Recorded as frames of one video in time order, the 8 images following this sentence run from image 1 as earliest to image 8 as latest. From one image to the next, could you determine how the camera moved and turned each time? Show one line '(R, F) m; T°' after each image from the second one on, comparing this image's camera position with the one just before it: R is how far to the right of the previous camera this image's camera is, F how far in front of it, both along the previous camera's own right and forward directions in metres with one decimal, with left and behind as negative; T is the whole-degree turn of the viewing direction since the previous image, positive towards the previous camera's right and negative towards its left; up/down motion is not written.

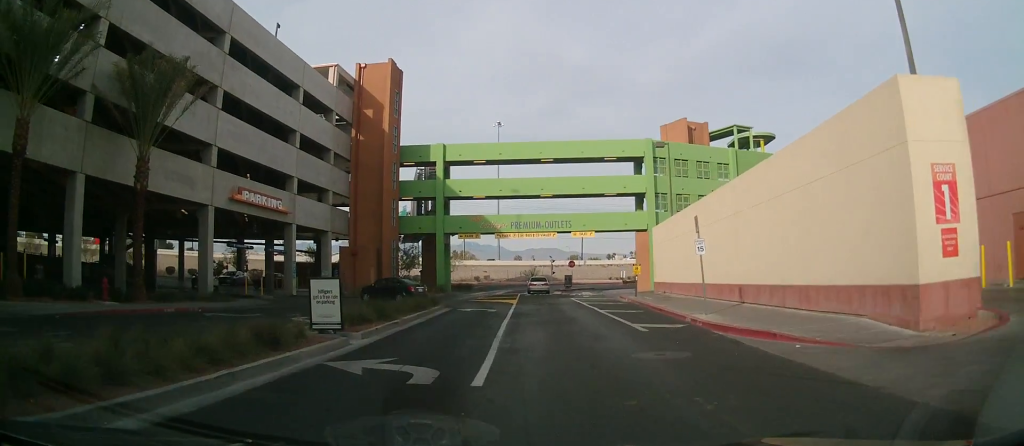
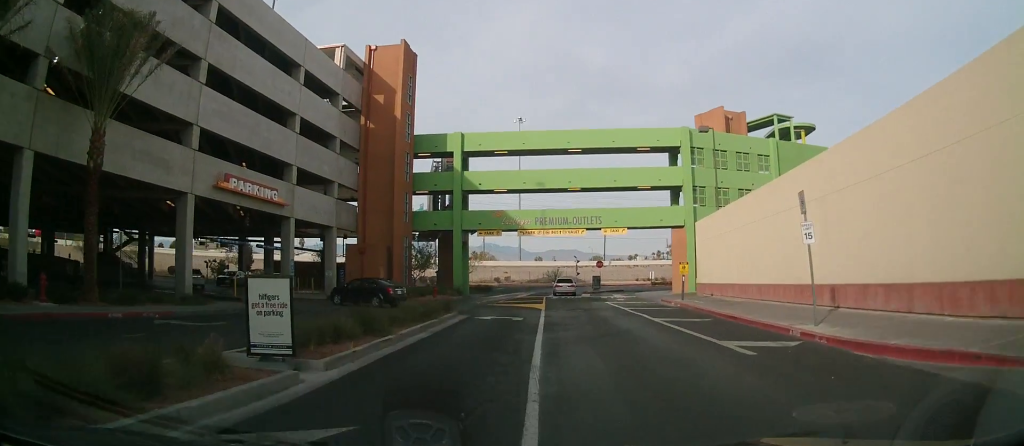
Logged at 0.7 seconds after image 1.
(-0.3, +5.3) m; -2°
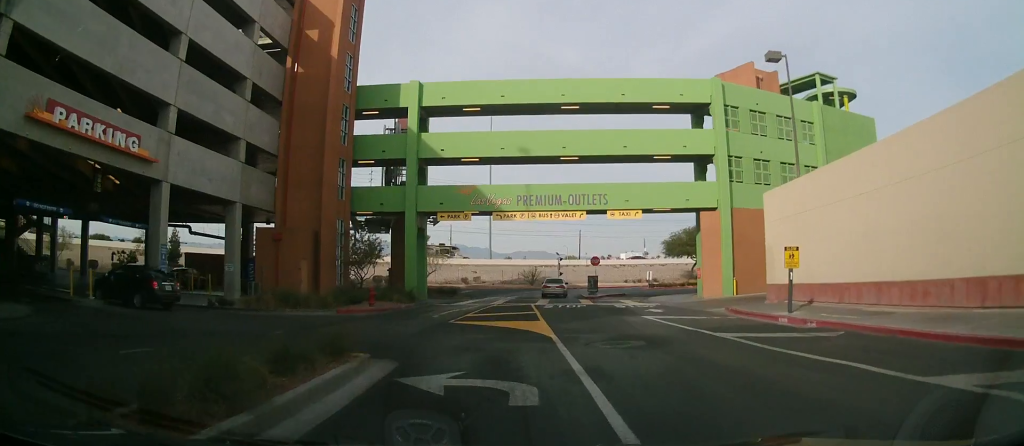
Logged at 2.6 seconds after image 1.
(+1.1, +14.3) m; +8°
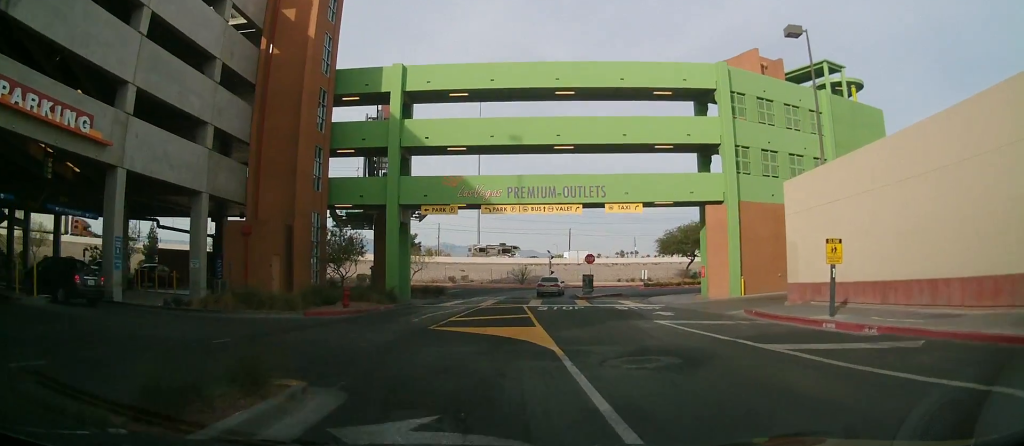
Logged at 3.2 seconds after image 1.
(+0.1, +3.1) m; -2°
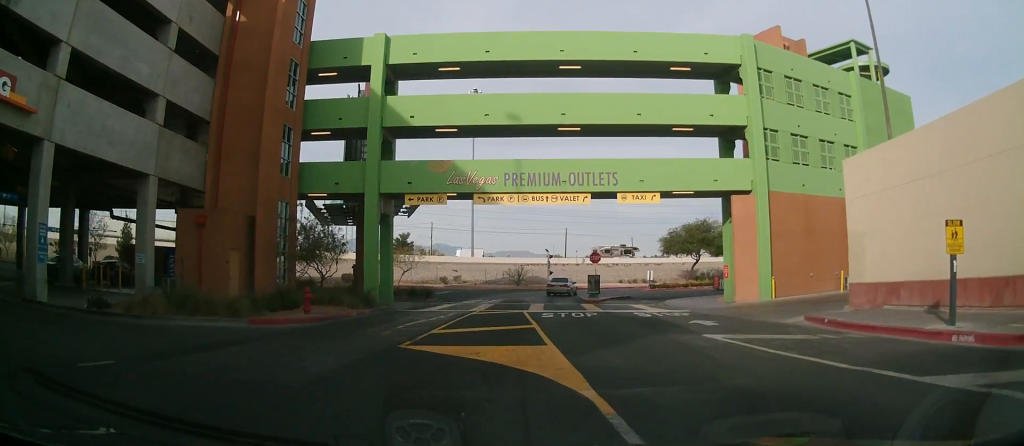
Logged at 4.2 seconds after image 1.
(-0.2, +5.1) m; -7°
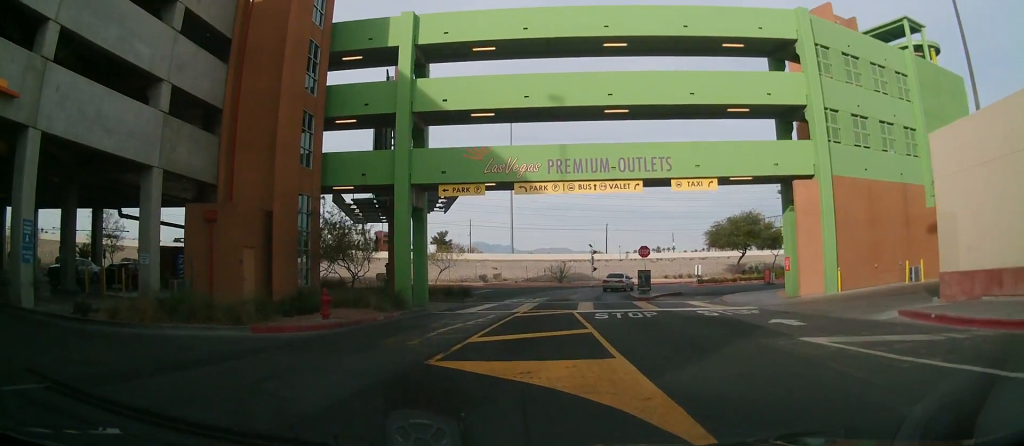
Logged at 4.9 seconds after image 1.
(-0.2, +3.1) m; -5°
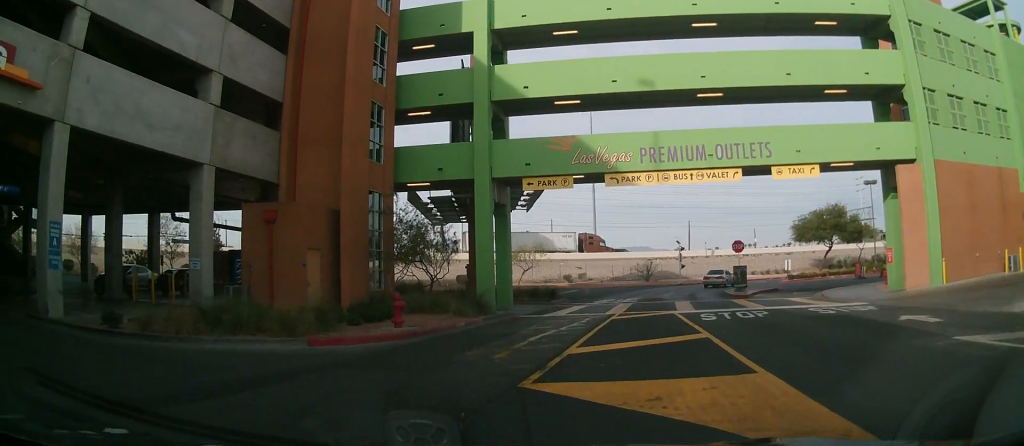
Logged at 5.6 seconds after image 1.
(-0.1, +2.5) m; -3°
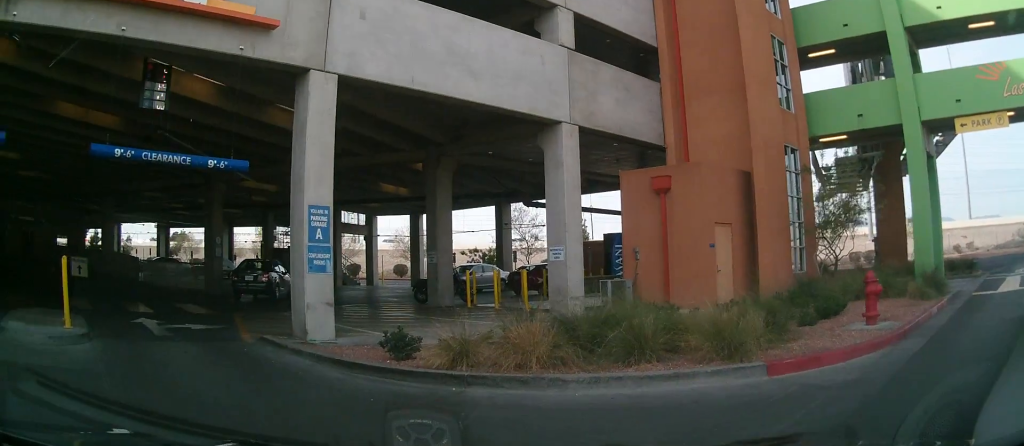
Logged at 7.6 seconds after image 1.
(-1.5, +5.1) m; -34°
